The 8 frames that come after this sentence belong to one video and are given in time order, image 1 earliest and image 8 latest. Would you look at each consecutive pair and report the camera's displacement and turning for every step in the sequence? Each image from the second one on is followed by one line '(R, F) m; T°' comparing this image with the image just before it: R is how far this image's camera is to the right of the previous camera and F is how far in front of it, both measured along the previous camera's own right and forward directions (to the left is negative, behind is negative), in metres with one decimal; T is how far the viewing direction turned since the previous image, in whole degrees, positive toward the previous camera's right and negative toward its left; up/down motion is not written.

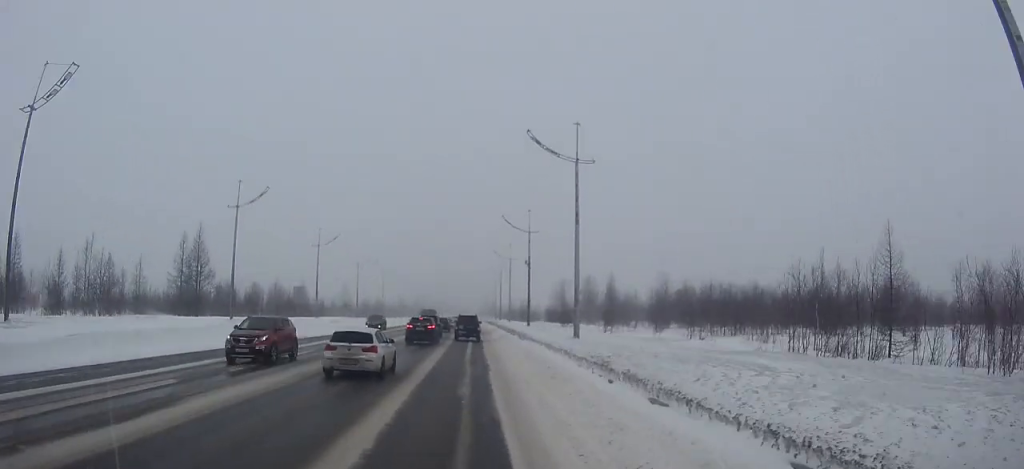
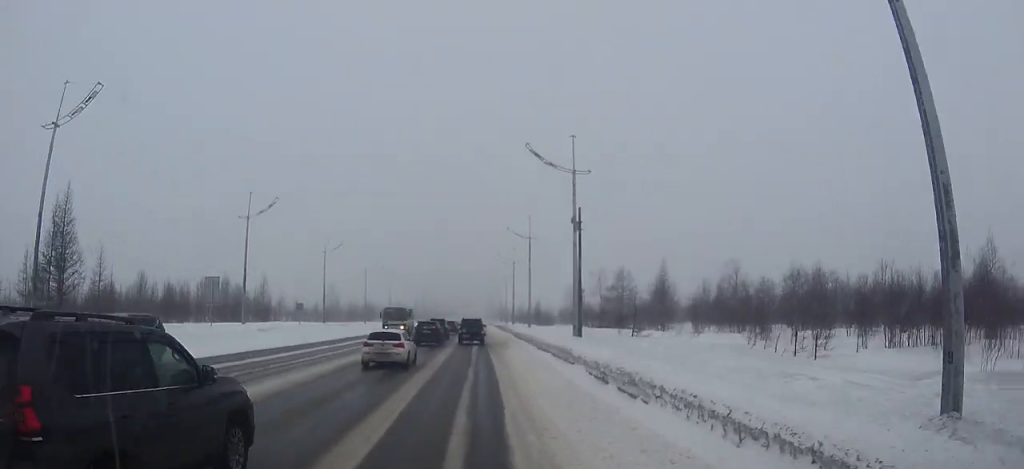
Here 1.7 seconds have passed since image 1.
(-0.1, +23.4) m; 0°
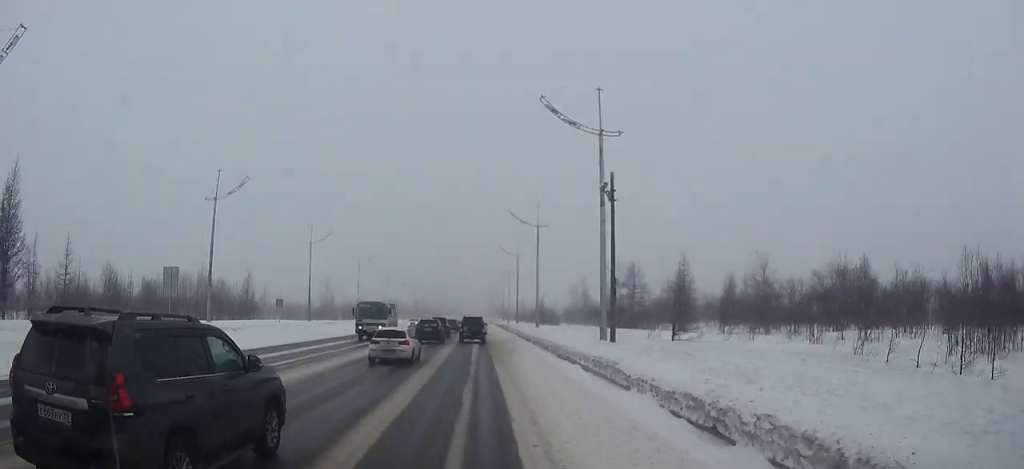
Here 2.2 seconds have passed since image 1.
(0.0, +6.5) m; 0°
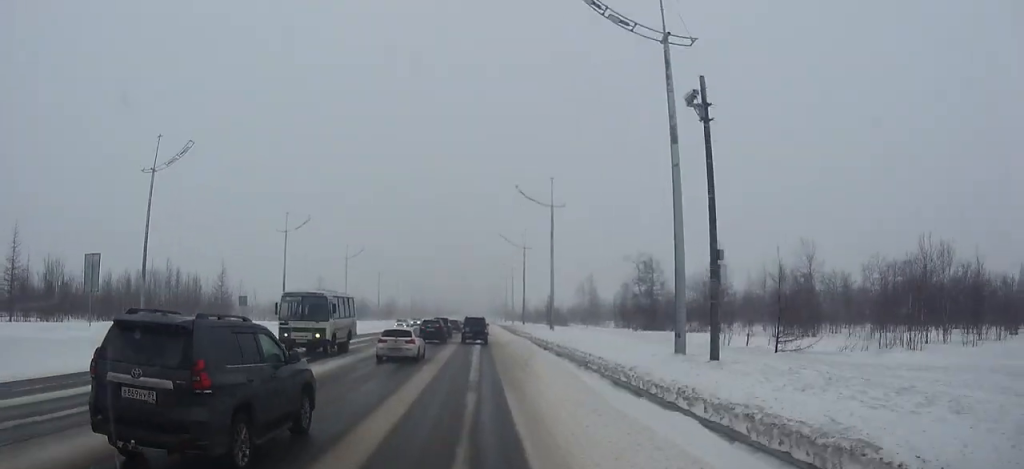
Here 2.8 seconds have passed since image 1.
(0.0, +8.9) m; 0°
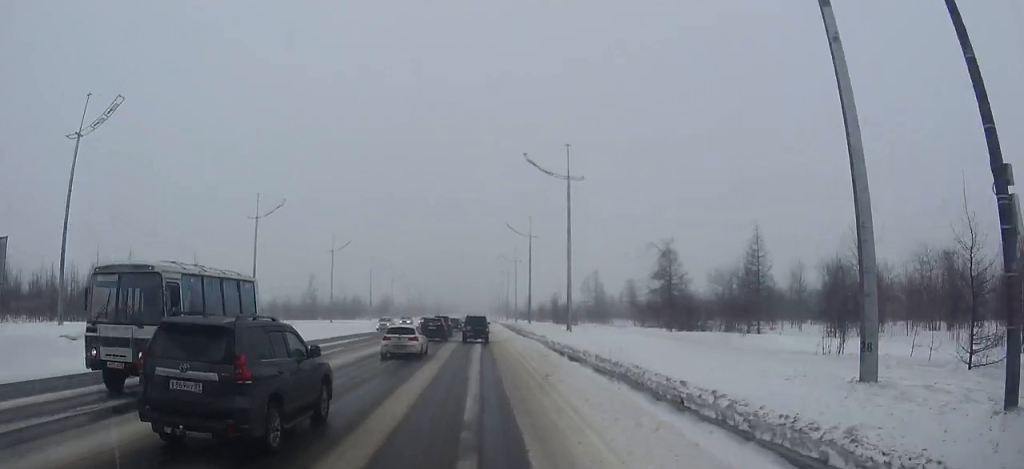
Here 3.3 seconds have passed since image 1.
(0.0, +7.6) m; 0°
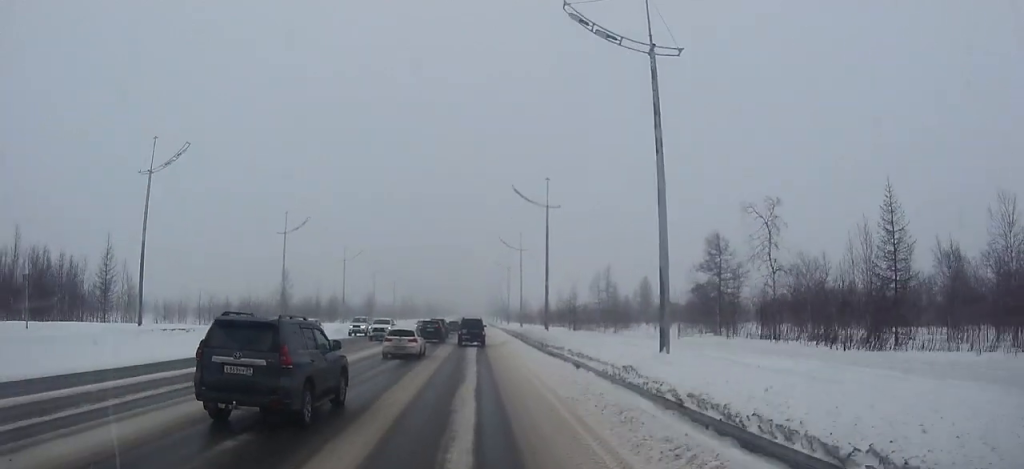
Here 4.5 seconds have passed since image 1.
(0.0, +16.9) m; 0°
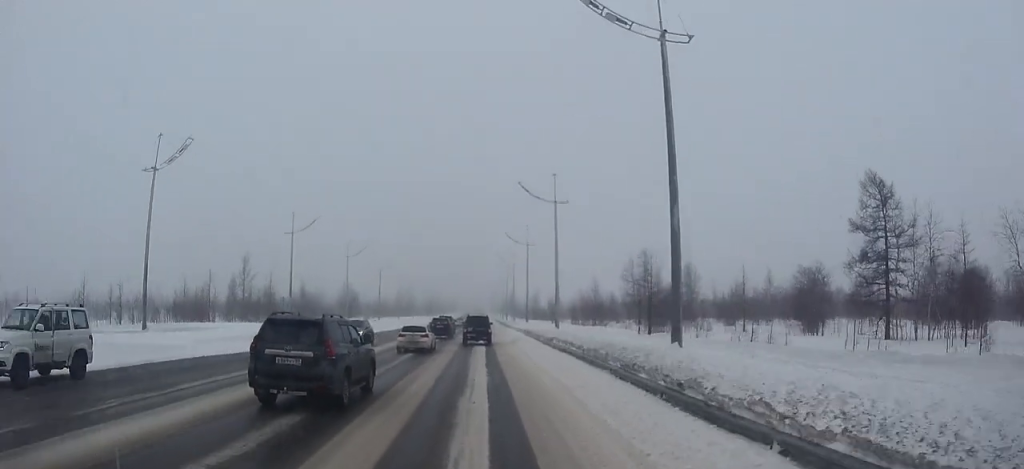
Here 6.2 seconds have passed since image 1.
(-0.1, +25.3) m; 0°
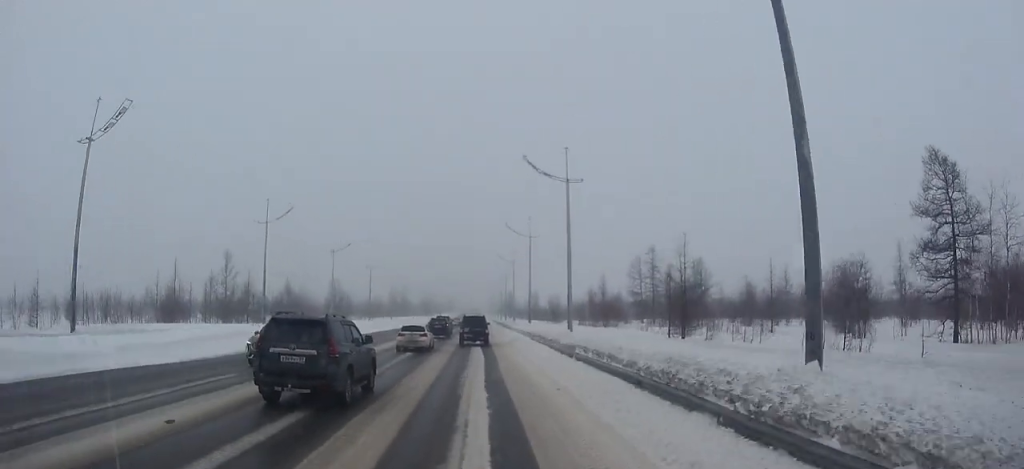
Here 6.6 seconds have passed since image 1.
(0.0, +6.5) m; 0°
